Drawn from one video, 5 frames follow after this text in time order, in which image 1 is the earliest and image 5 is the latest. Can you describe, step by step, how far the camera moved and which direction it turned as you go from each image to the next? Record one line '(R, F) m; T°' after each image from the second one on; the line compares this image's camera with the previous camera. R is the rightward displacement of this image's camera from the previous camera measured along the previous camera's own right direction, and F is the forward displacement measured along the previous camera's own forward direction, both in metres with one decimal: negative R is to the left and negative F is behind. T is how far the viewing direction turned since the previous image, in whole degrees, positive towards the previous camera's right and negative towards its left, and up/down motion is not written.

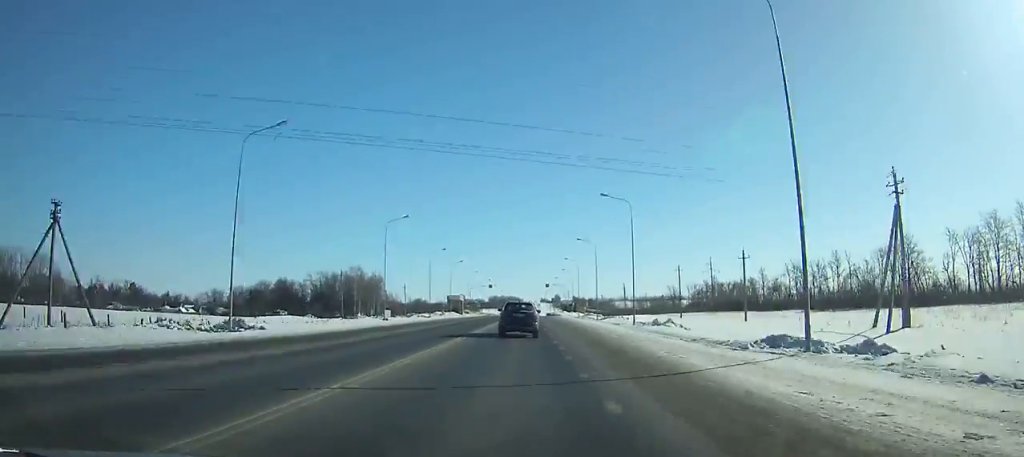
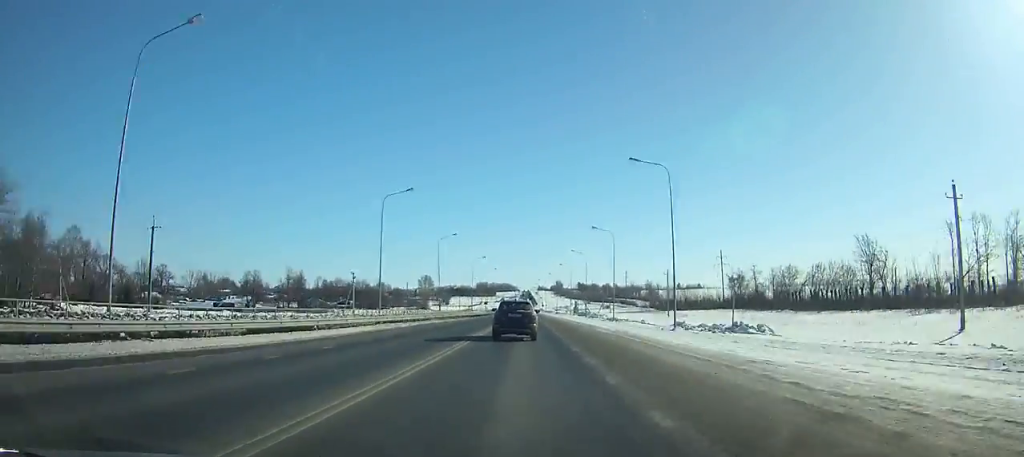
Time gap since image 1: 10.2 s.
(-0.3, +228.7) m; 0°
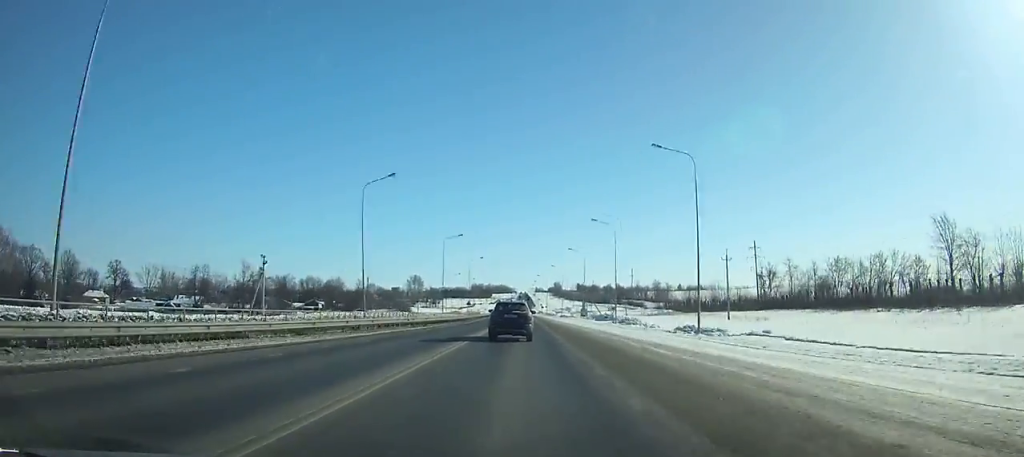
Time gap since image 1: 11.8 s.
(0.0, +35.5) m; 0°
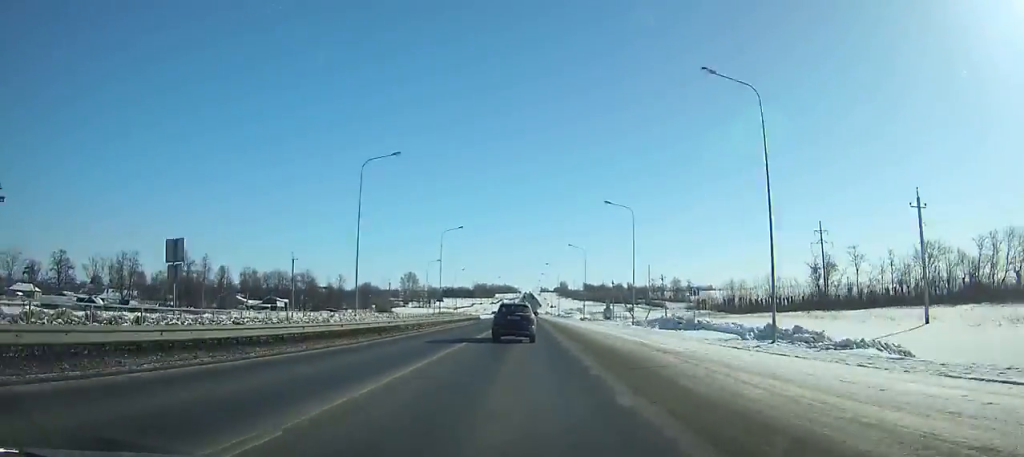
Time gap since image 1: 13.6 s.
(+0.1, +40.2) m; 0°
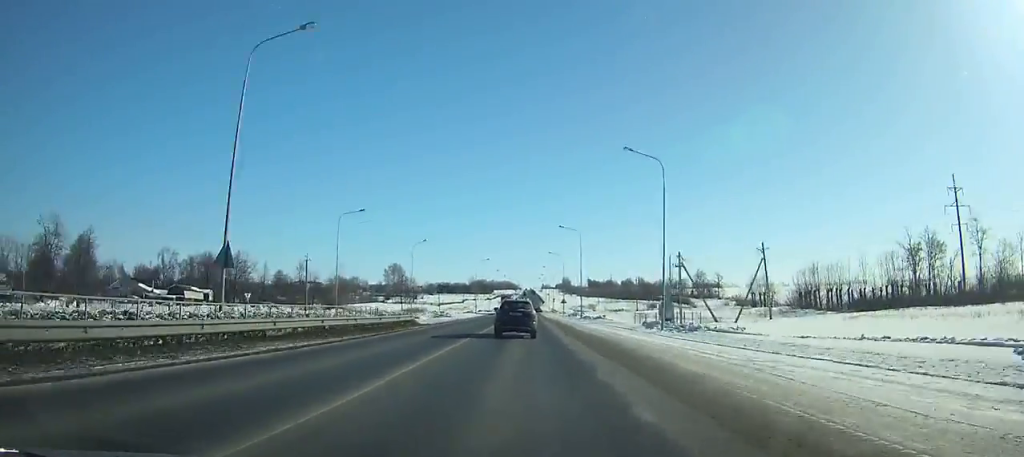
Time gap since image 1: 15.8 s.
(+0.2, +49.4) m; 0°
